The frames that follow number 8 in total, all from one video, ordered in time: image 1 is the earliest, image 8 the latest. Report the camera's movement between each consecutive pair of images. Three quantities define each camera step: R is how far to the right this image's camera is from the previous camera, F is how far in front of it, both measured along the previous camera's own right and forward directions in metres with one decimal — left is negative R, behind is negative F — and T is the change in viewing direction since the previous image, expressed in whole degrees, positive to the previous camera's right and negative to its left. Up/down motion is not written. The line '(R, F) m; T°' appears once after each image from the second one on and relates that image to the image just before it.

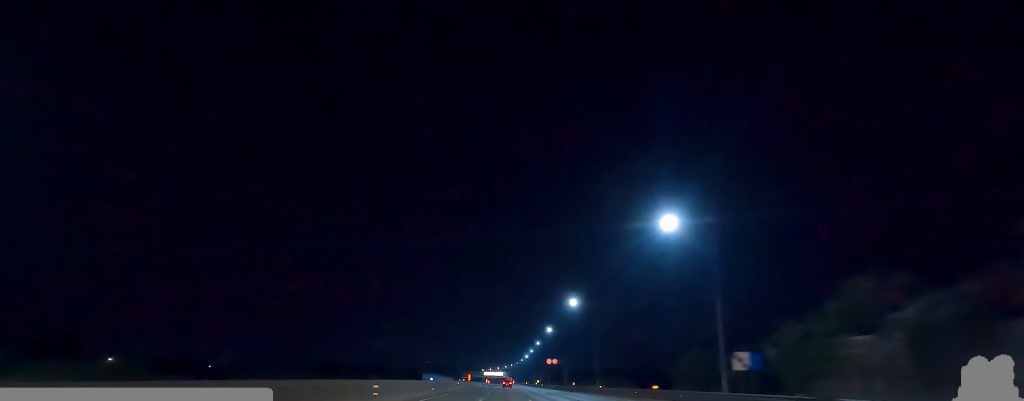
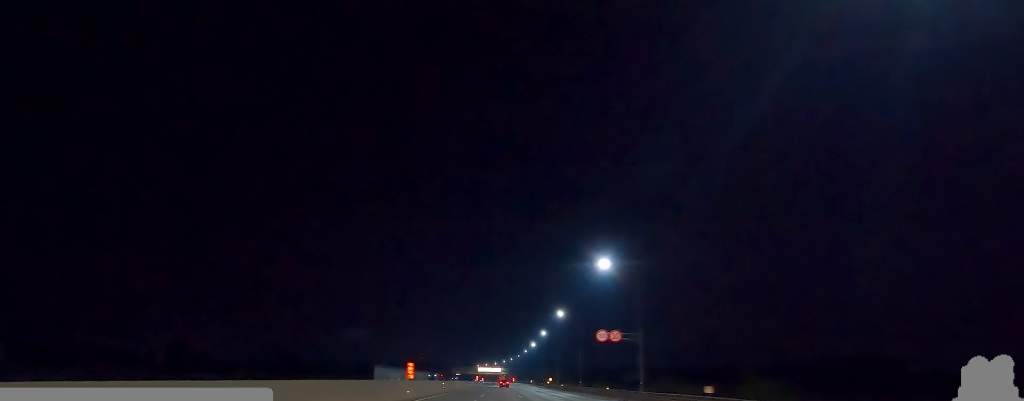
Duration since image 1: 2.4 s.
(+0.9, +64.7) m; +2°
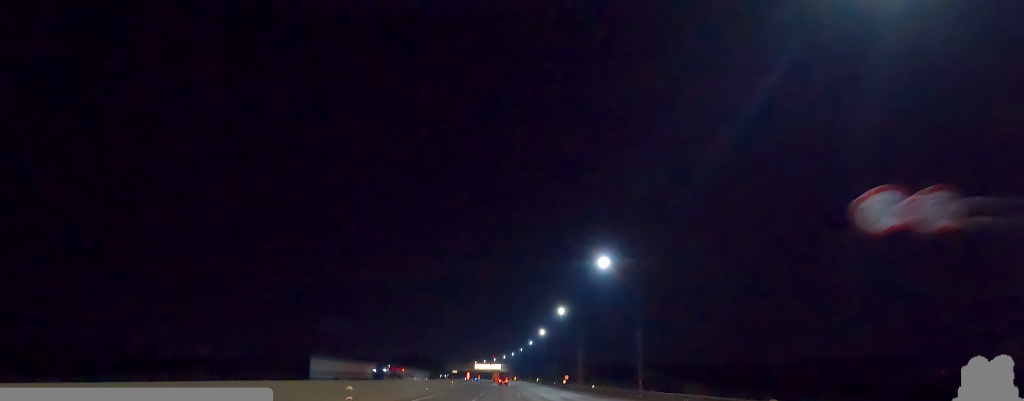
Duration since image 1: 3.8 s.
(-0.3, +38.3) m; -3°
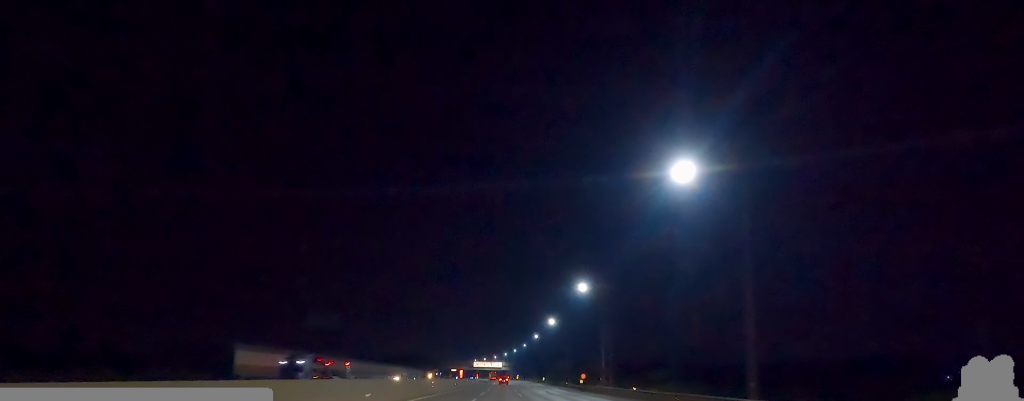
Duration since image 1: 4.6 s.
(-1.2, +22.0) m; 0°
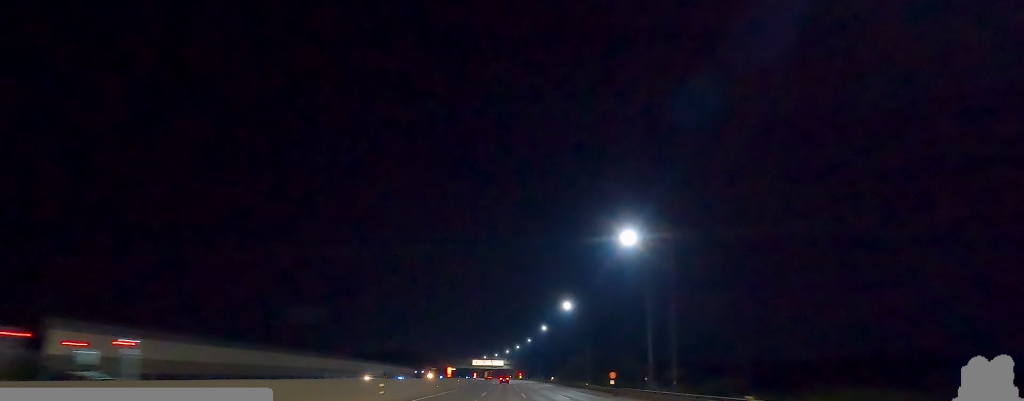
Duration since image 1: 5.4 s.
(+1.3, +23.0) m; 0°
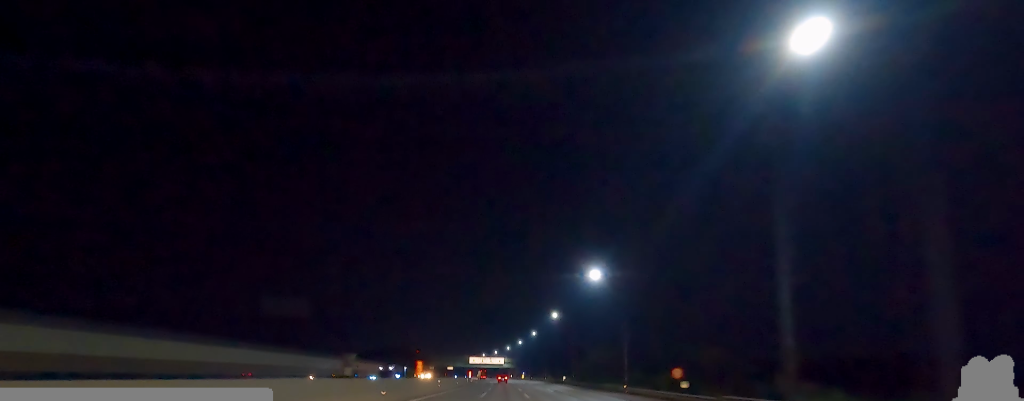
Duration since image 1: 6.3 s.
(-0.8, +24.7) m; 0°
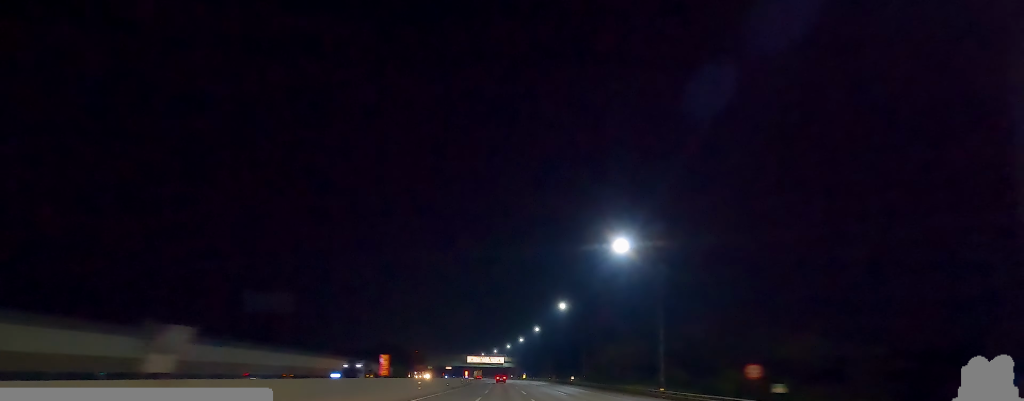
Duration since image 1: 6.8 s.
(-0.1, +12.8) m; 0°
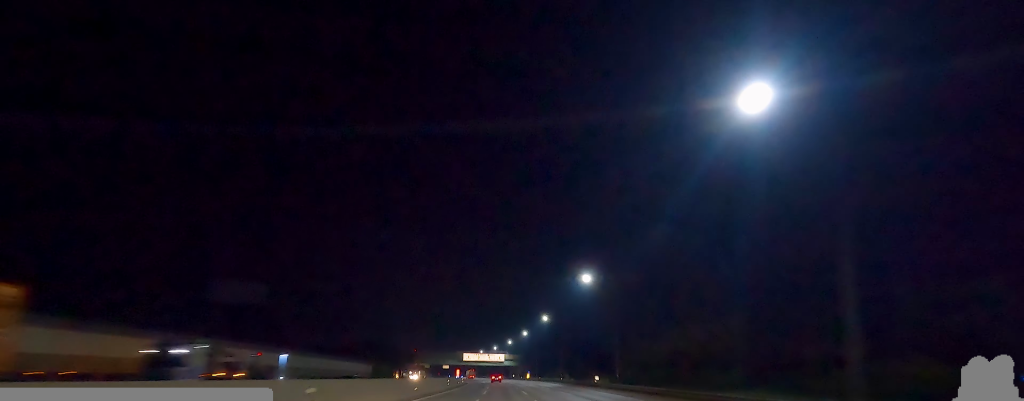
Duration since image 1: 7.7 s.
(+1.1, +23.7) m; 0°
